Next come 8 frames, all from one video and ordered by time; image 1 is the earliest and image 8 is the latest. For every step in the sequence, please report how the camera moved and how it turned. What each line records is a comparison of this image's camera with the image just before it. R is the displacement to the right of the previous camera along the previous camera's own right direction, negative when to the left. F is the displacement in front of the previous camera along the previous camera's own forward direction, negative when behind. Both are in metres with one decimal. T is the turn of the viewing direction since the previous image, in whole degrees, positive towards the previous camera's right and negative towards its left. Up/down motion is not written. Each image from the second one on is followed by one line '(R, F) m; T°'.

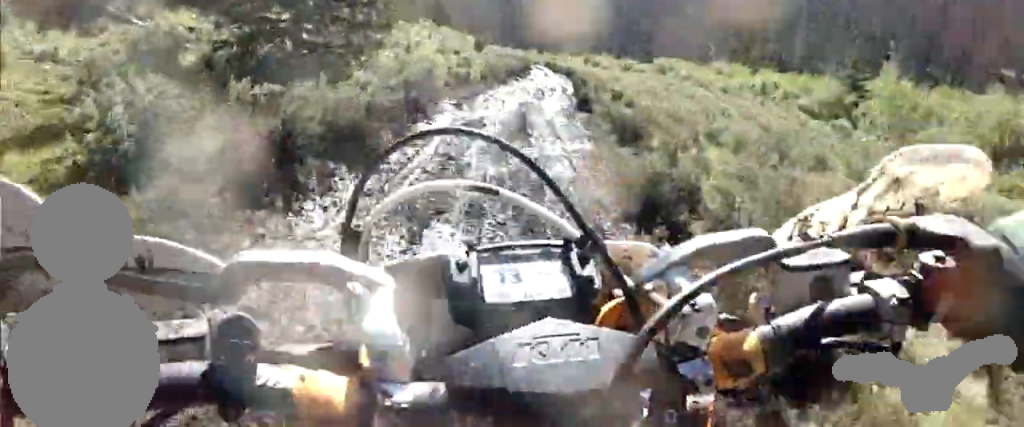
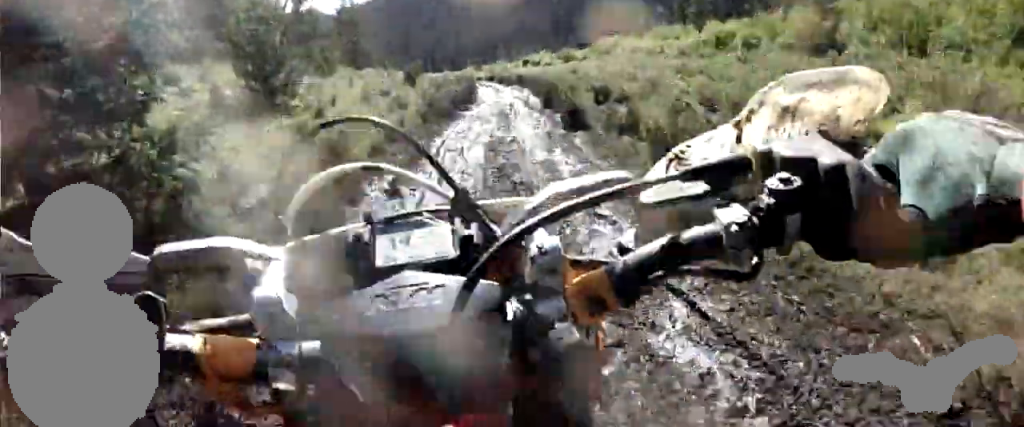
(0.0, +3.8) m; 0°
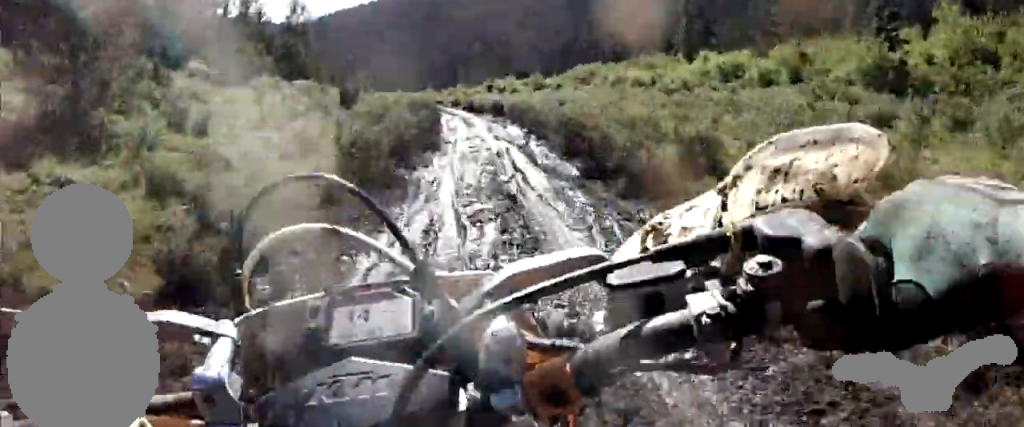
(0.0, +5.7) m; -1°
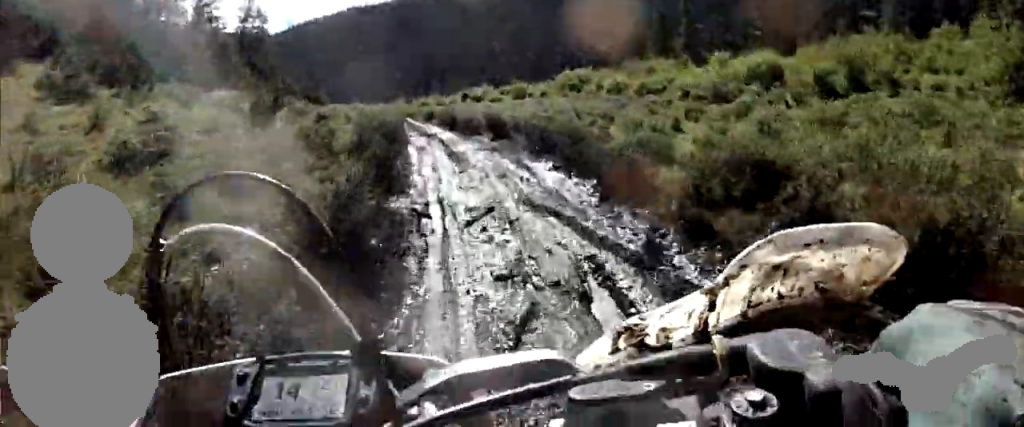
(-0.1, +5.7) m; -2°
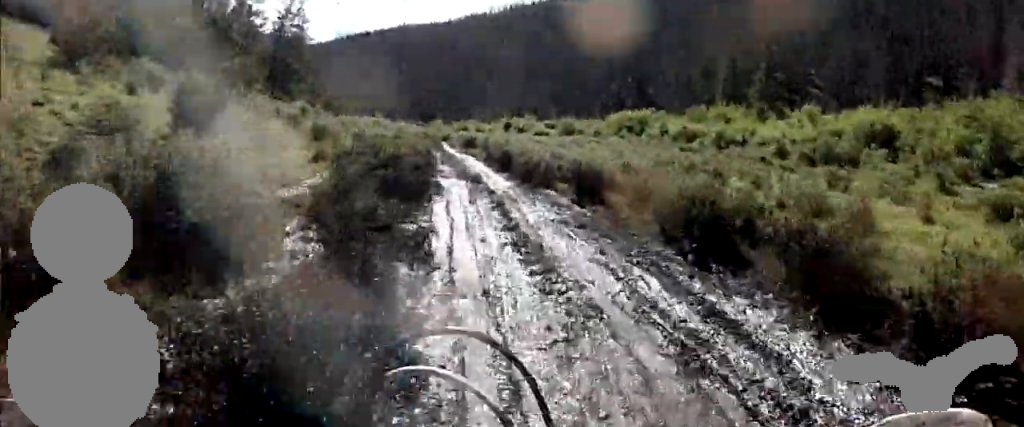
(-0.1, +4.9) m; 0°
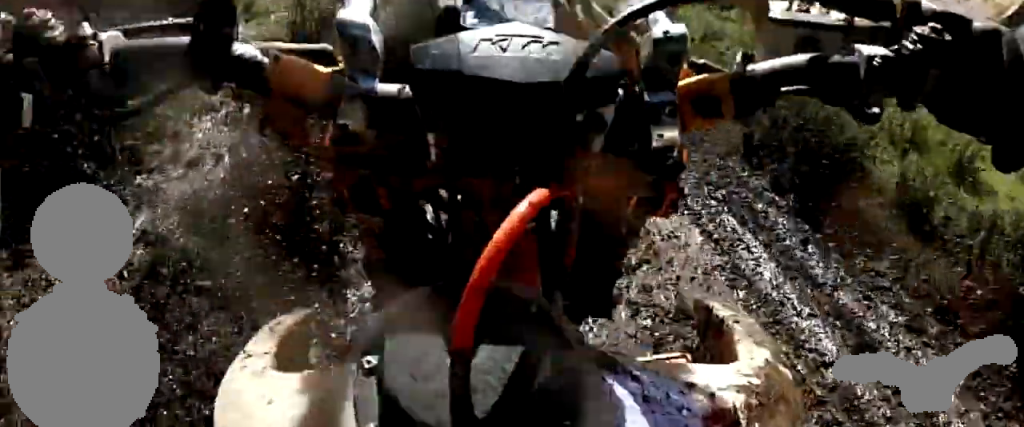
(-0.1, +2.5) m; +3°
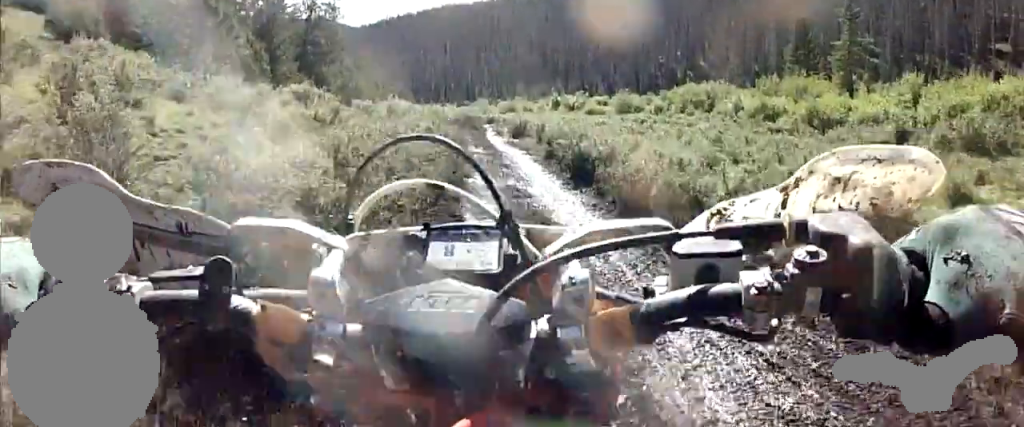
(+0.3, +5.2) m; +3°
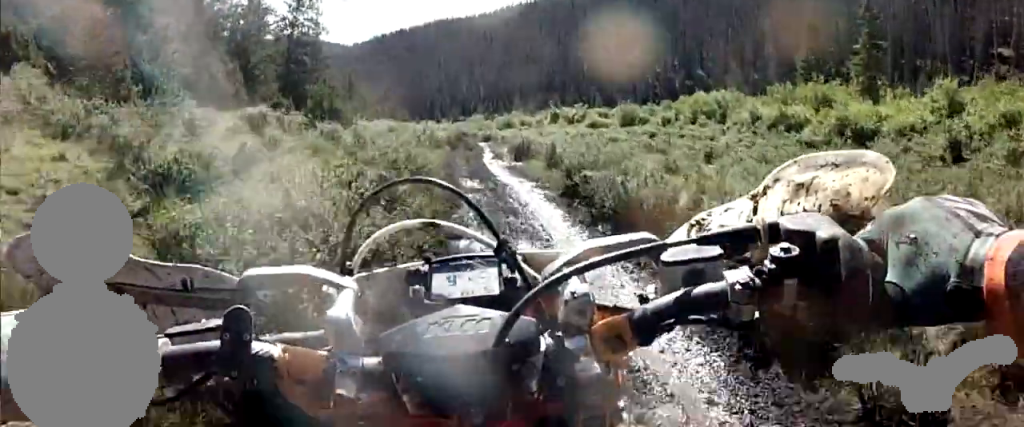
(+0.2, +4.0) m; 0°
